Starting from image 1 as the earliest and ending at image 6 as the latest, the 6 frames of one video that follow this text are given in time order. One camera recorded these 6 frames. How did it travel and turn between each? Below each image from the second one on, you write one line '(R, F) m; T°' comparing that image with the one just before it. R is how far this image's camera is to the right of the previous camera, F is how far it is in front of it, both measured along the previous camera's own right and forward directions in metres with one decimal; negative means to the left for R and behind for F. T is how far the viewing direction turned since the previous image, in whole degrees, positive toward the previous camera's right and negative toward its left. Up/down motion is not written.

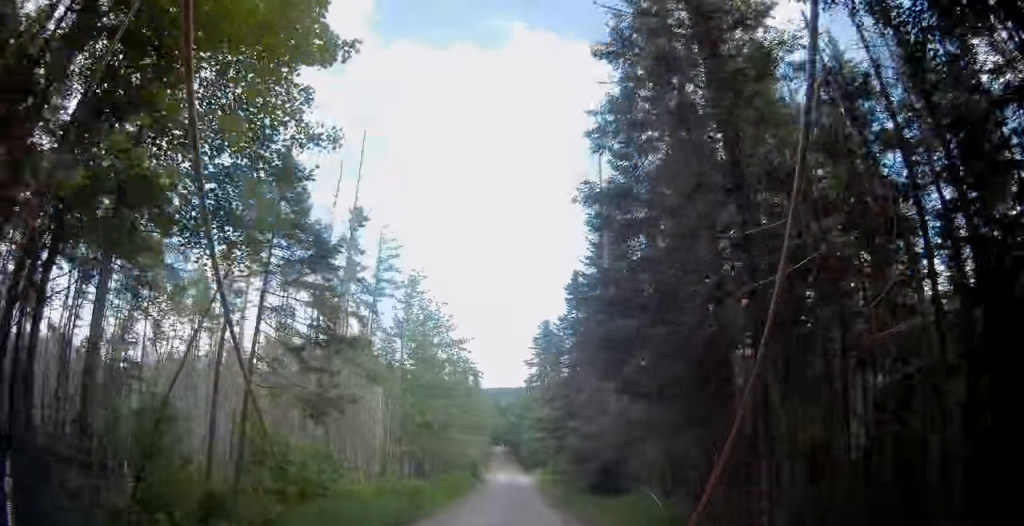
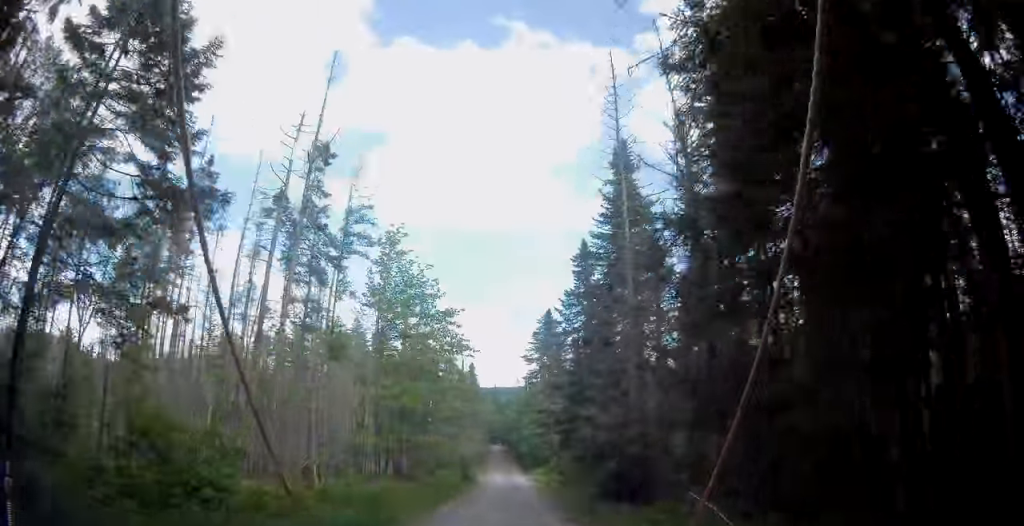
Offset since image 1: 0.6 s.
(0.0, +5.9) m; 0°
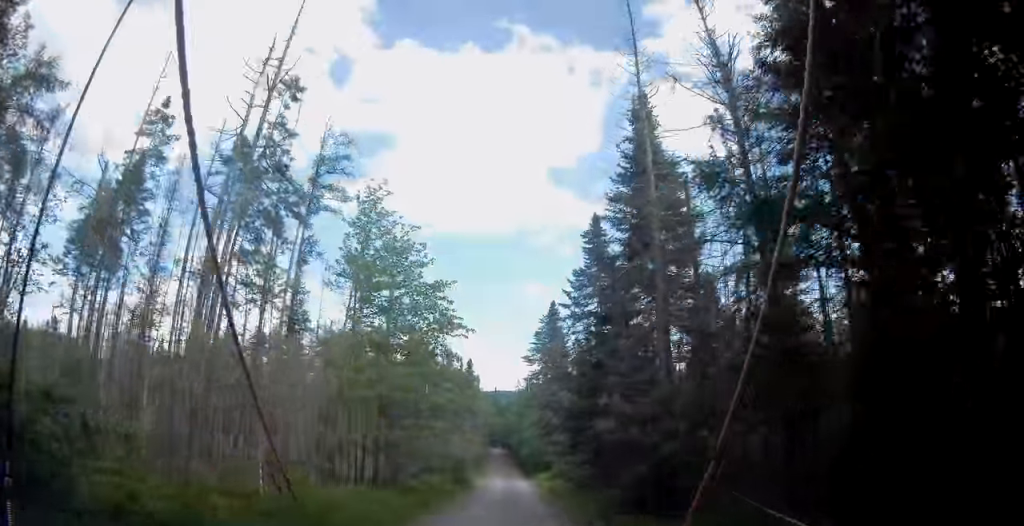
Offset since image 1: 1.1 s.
(0.0, +4.6) m; 0°
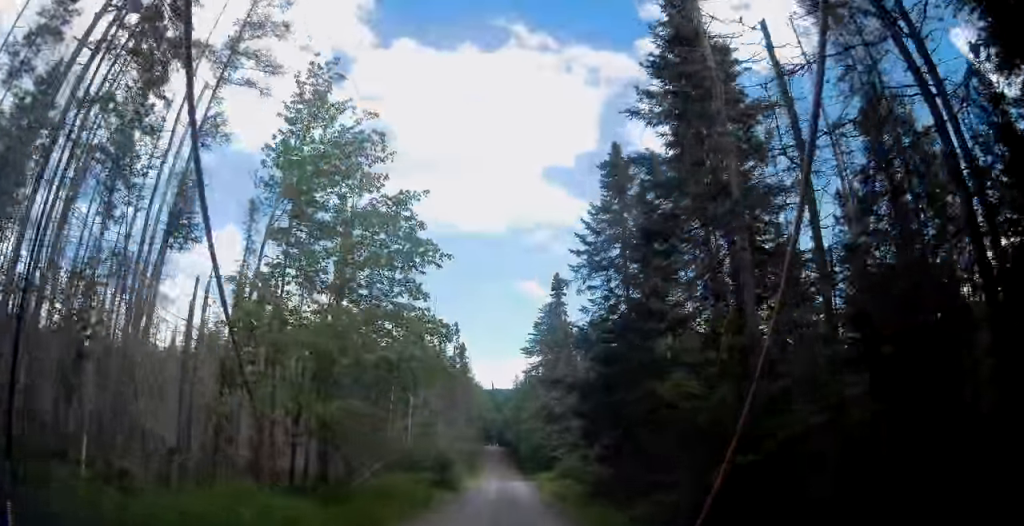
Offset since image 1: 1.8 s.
(-0.1, +7.6) m; +1°
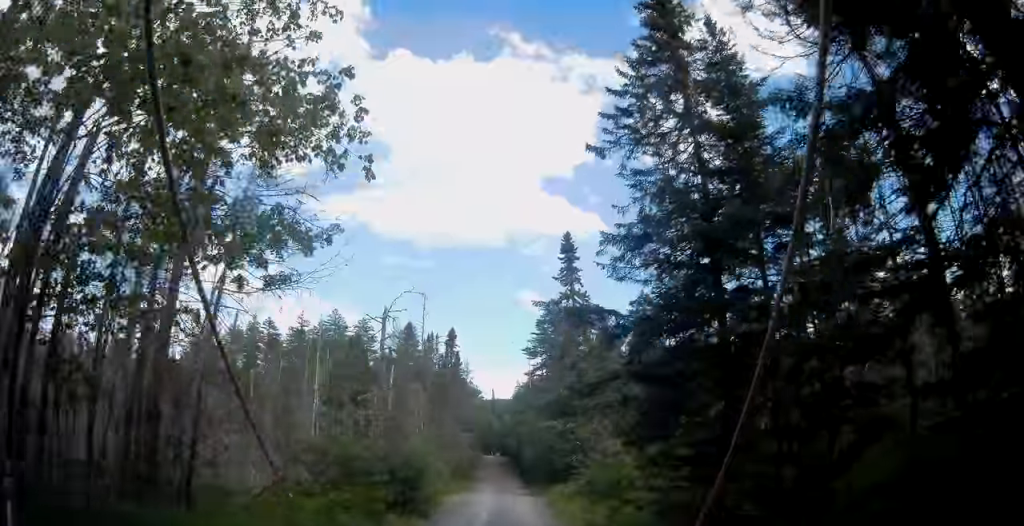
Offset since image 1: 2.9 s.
(+0.3, +10.6) m; +1°
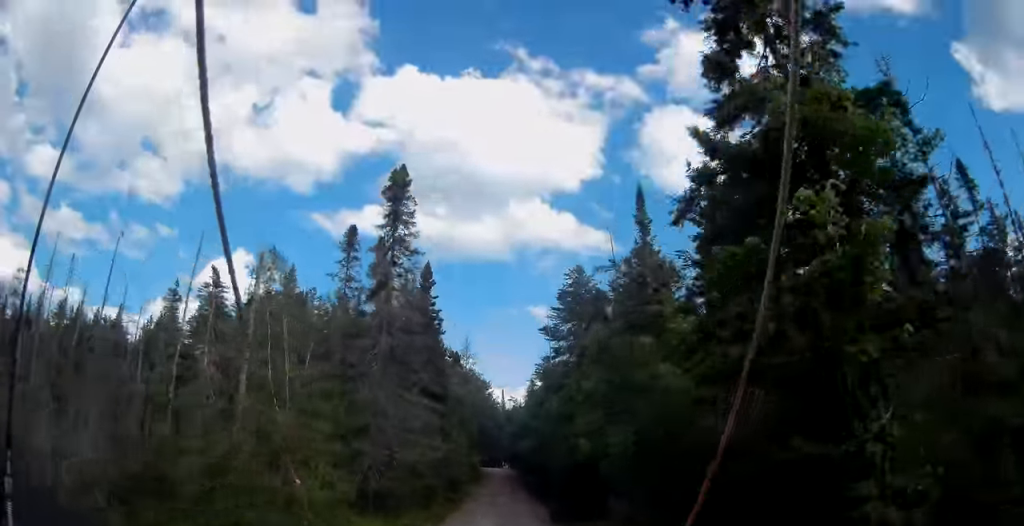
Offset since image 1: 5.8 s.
(-1.9, +28.3) m; -6°
